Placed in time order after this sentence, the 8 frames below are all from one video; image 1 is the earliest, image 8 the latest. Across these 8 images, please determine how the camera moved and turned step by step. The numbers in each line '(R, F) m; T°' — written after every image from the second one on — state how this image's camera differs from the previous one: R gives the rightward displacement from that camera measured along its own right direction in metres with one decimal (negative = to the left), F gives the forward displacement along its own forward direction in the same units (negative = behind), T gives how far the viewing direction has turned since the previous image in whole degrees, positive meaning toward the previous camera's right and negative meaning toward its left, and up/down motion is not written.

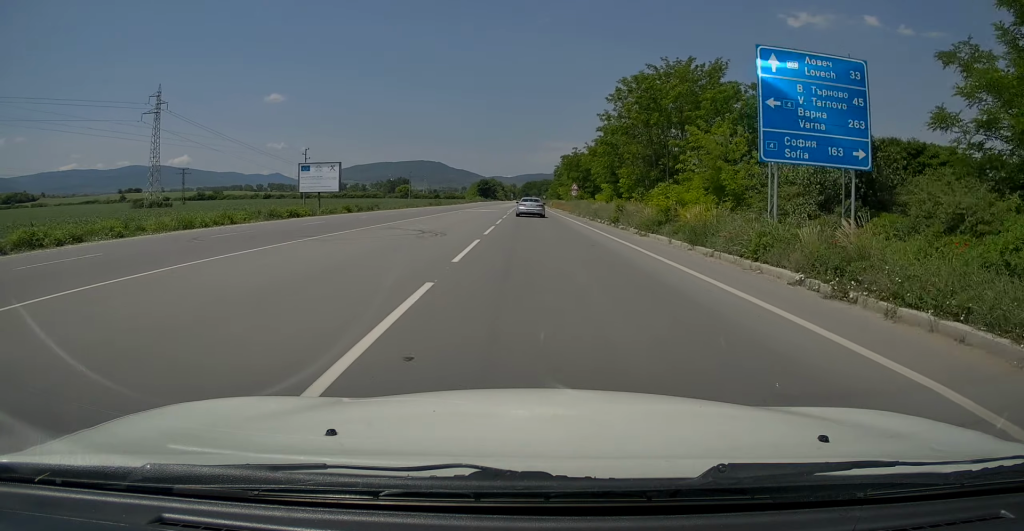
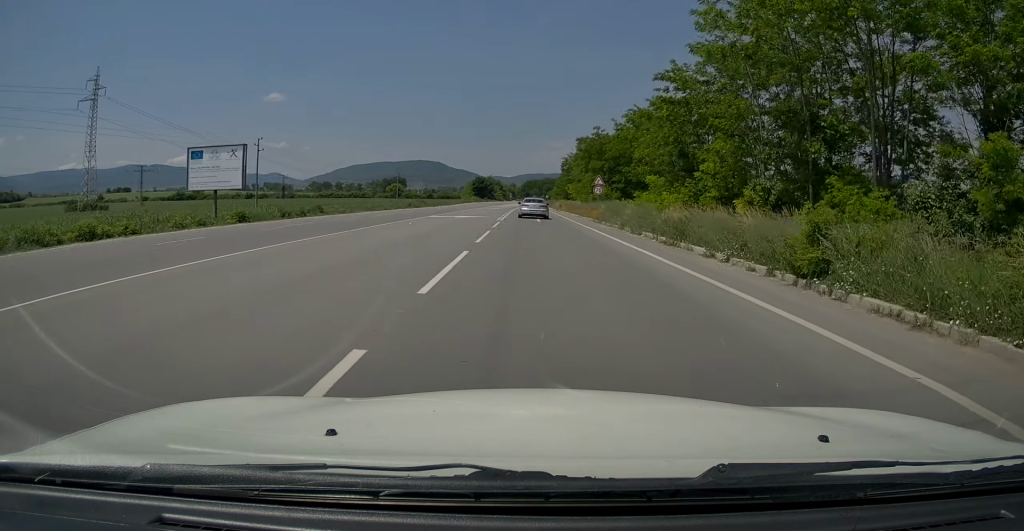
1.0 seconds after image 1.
(+0.1, +21.1) m; 0°
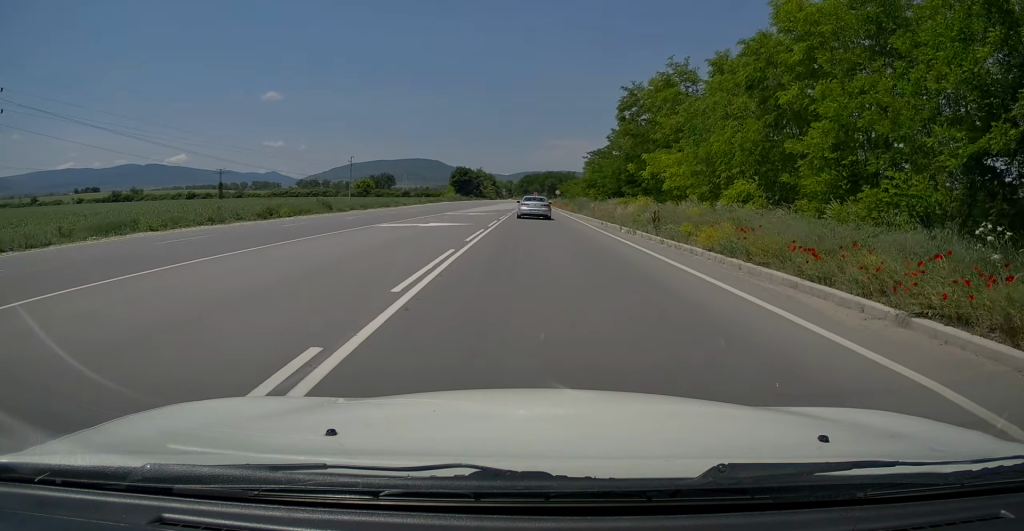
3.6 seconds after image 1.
(-0.2, +52.2) m; 0°
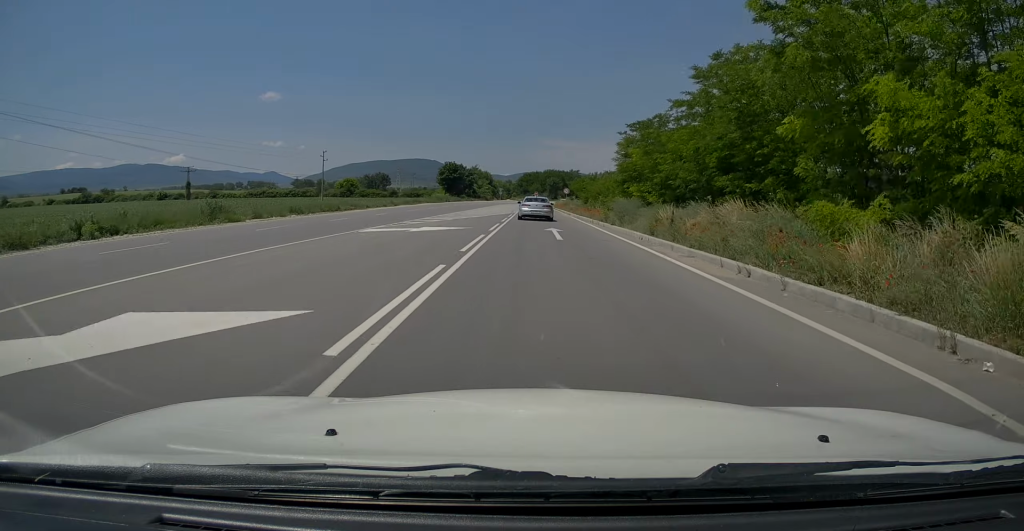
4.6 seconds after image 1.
(+0.3, +20.2) m; +1°
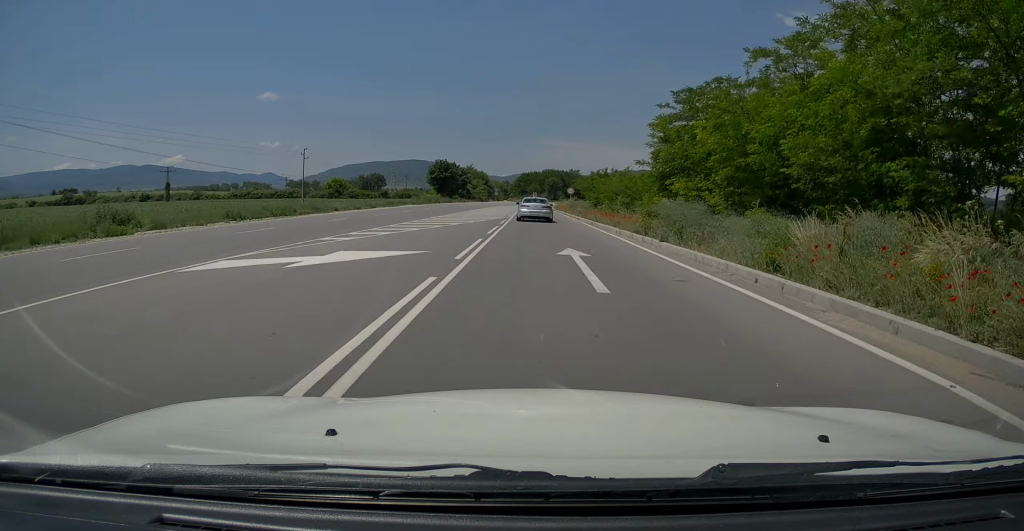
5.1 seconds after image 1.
(0.0, +10.3) m; 0°
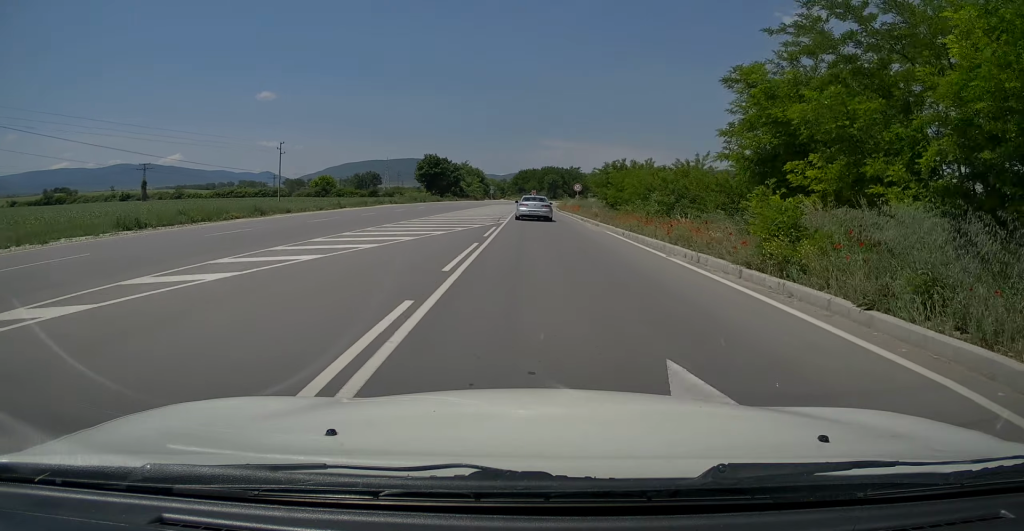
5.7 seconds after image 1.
(-0.1, +10.9) m; 0°
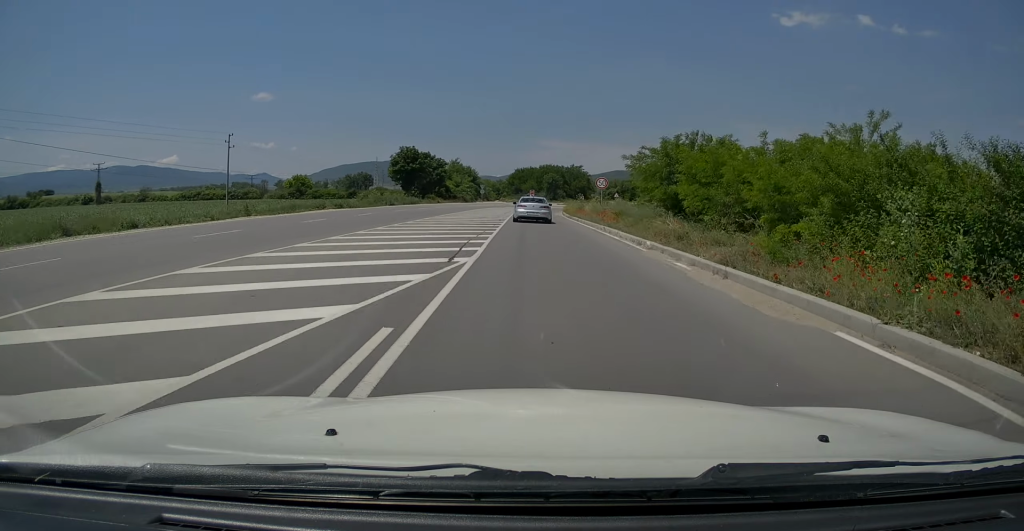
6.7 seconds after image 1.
(0.0, +18.8) m; +1°
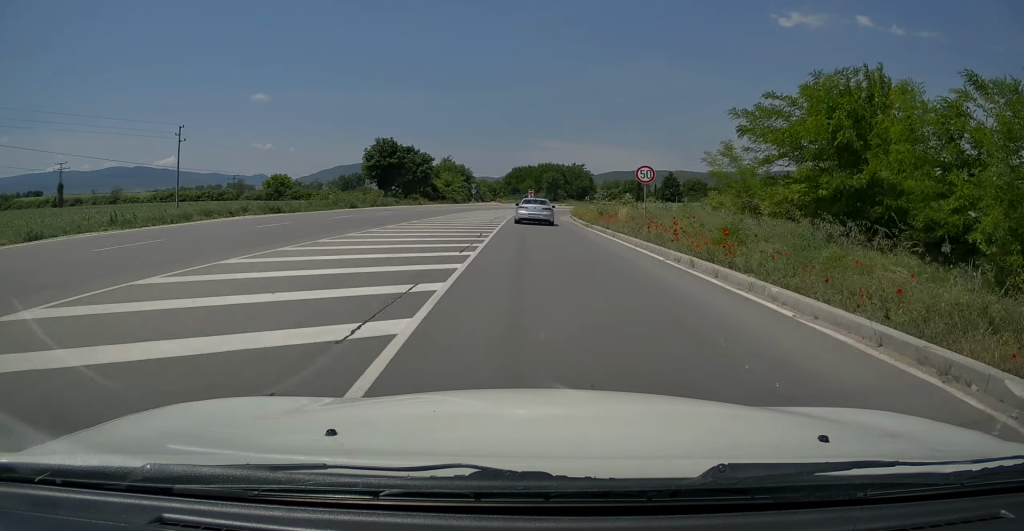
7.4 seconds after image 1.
(+0.3, +13.4) m; +1°
